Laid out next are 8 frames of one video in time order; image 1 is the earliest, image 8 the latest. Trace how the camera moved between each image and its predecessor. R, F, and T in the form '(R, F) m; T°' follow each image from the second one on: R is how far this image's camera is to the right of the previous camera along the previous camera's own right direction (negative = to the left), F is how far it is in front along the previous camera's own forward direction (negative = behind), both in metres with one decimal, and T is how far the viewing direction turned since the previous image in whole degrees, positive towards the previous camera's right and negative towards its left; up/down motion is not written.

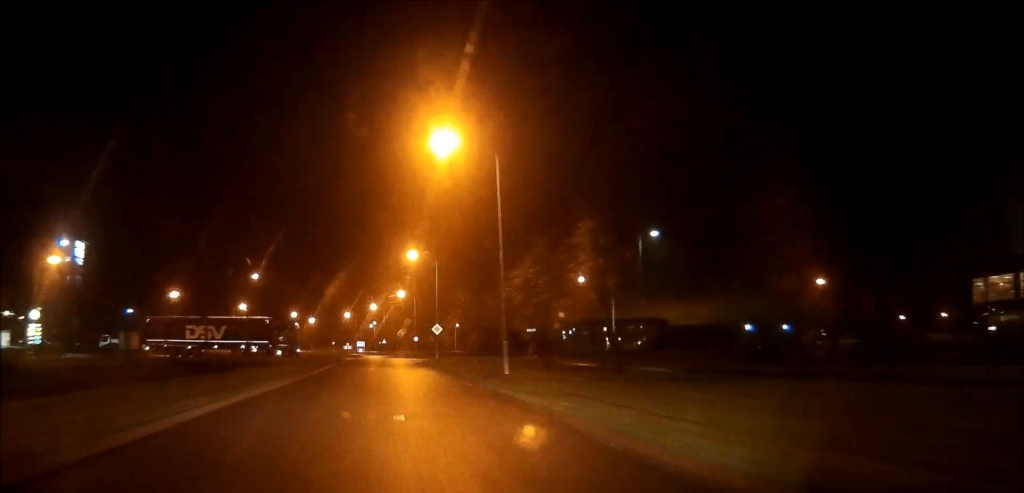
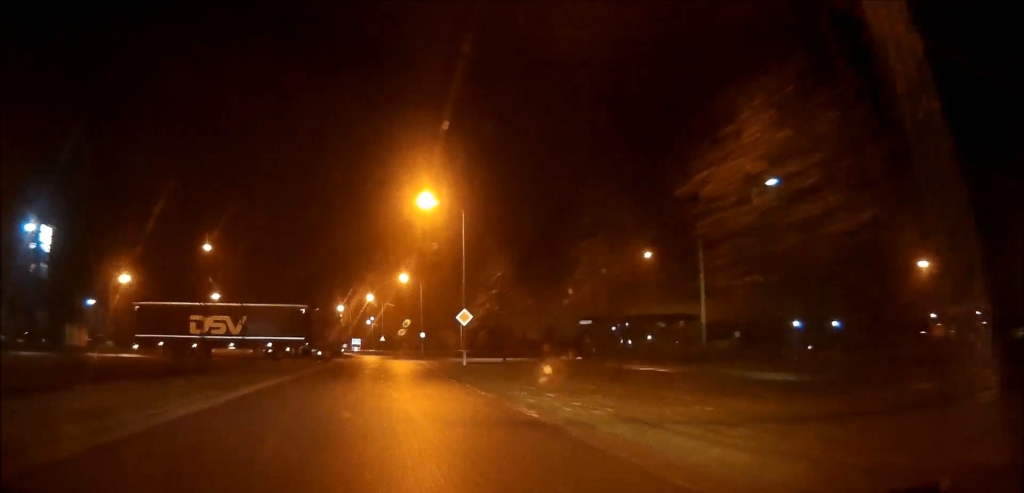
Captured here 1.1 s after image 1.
(0.0, +20.5) m; 0°
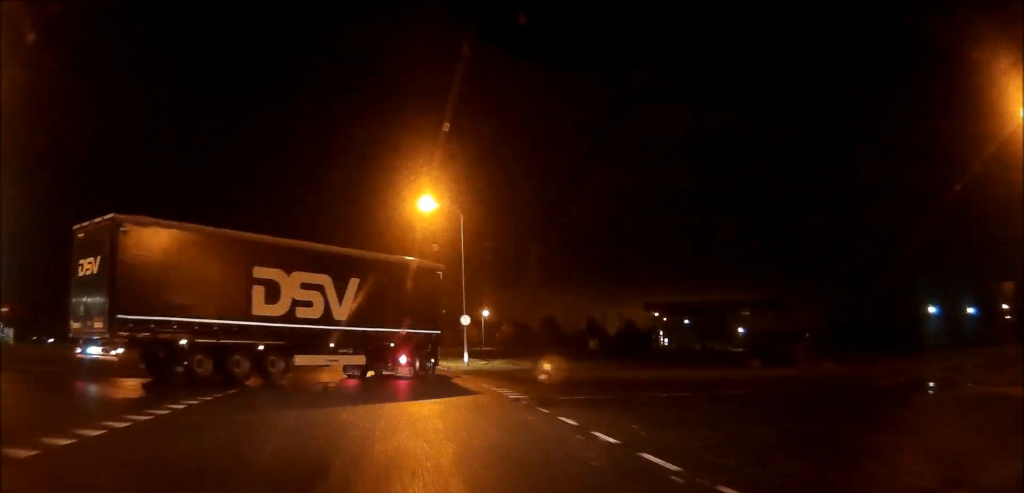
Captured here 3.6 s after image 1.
(0.0, +39.9) m; -1°
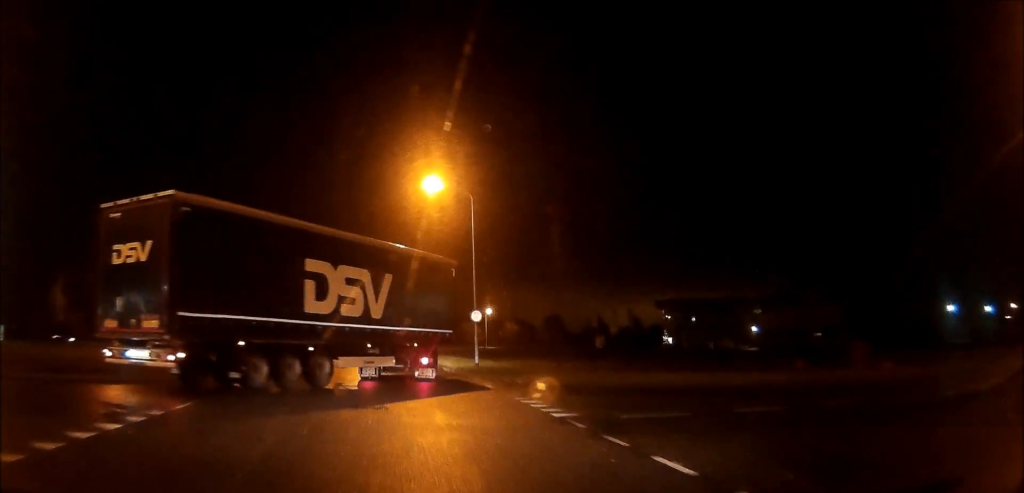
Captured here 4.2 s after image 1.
(0.0, +5.1) m; -1°
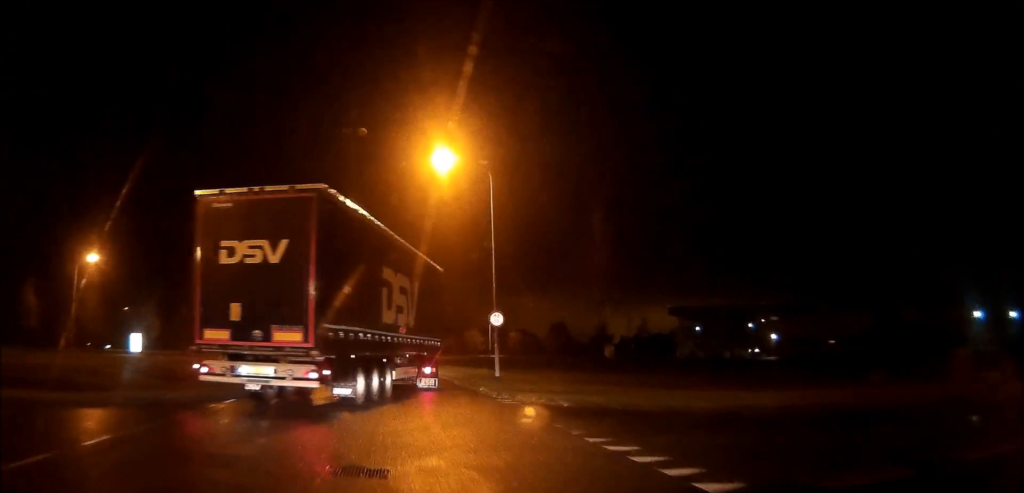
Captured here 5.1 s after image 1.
(-0.1, +7.1) m; -1°
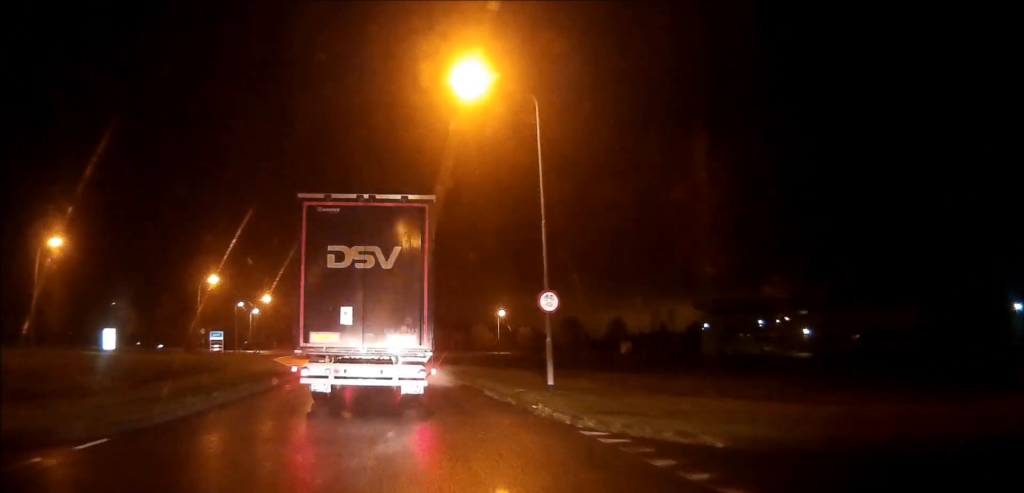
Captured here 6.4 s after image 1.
(0.0, +8.6) m; -1°
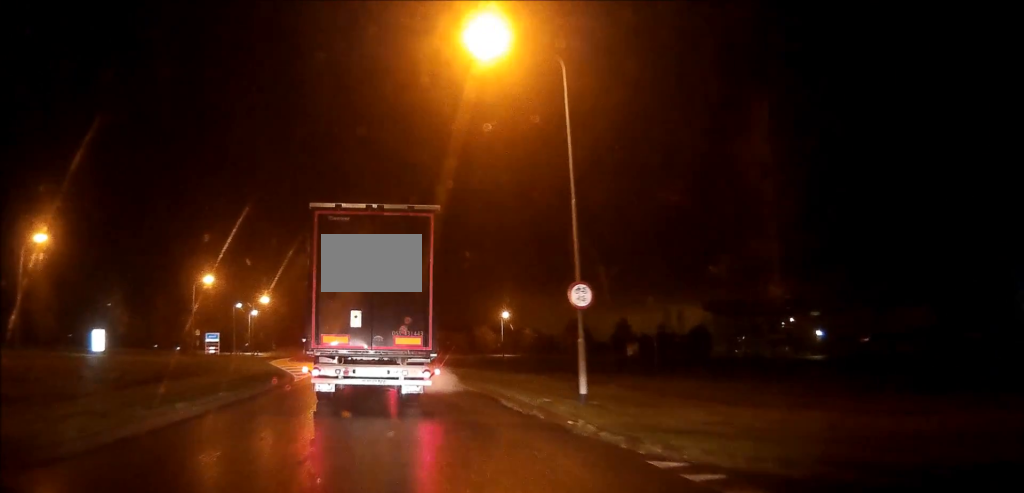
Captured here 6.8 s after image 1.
(0.0, +3.2) m; 0°
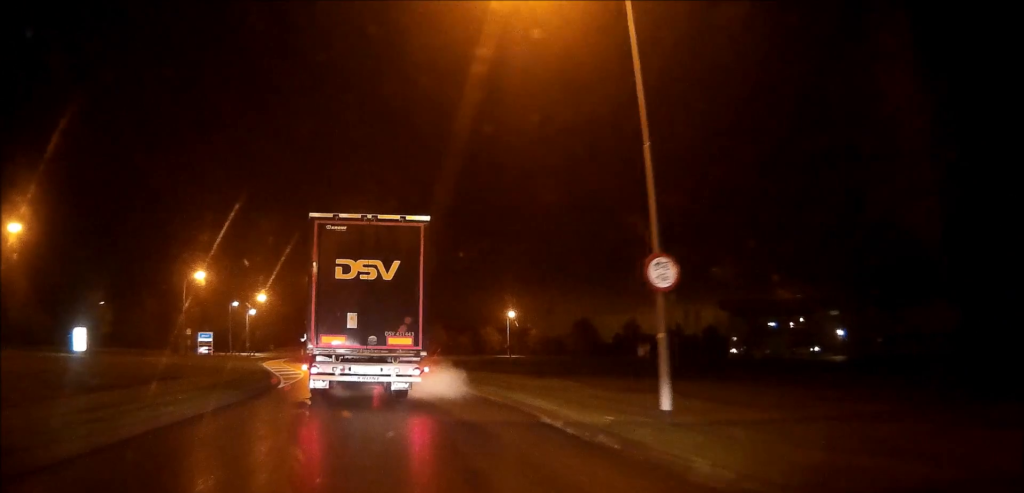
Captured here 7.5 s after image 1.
(-0.1, +4.7) m; 0°
